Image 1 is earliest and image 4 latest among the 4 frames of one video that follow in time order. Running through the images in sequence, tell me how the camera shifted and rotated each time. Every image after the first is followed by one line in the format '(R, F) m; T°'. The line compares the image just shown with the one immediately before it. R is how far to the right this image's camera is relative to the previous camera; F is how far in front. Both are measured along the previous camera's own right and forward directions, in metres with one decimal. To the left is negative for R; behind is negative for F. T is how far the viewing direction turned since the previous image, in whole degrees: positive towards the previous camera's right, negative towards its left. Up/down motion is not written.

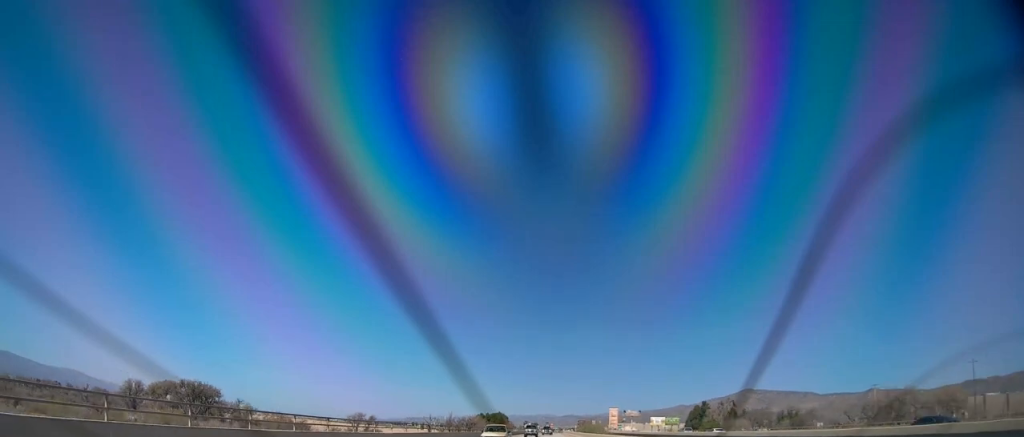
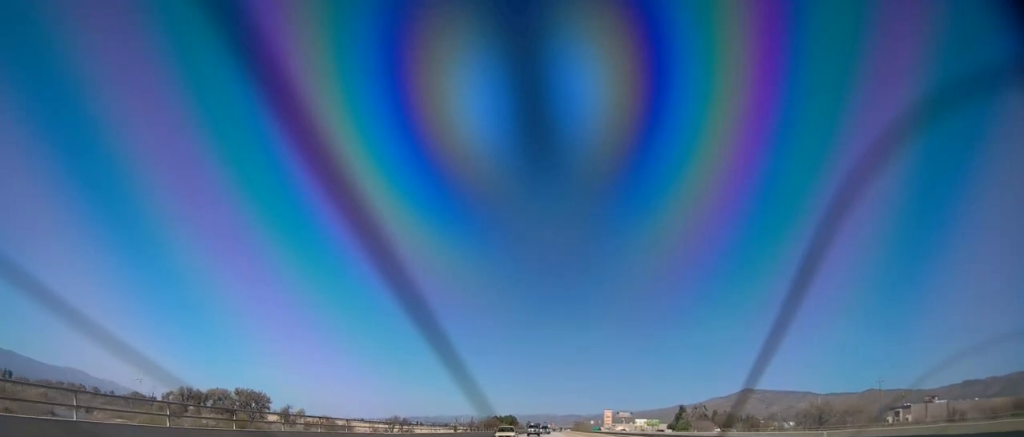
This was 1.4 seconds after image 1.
(-0.1, +49.5) m; -1°
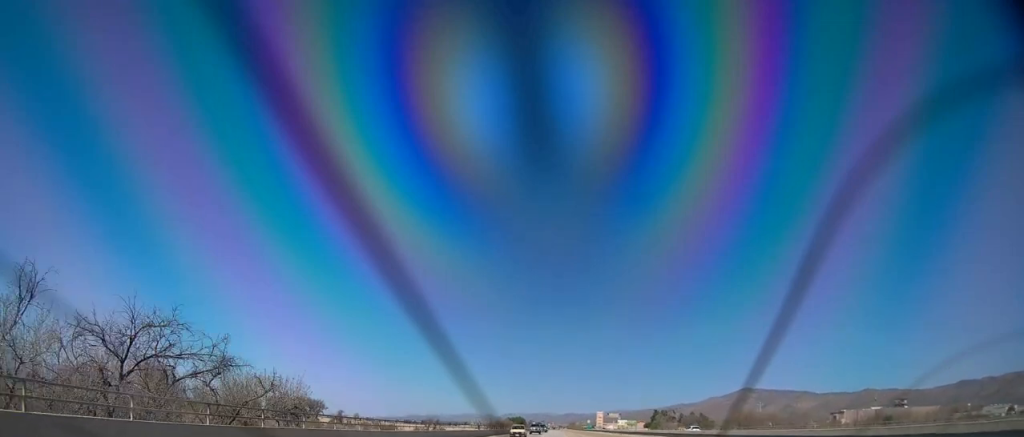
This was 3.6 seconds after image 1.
(-0.3, +77.8) m; +1°
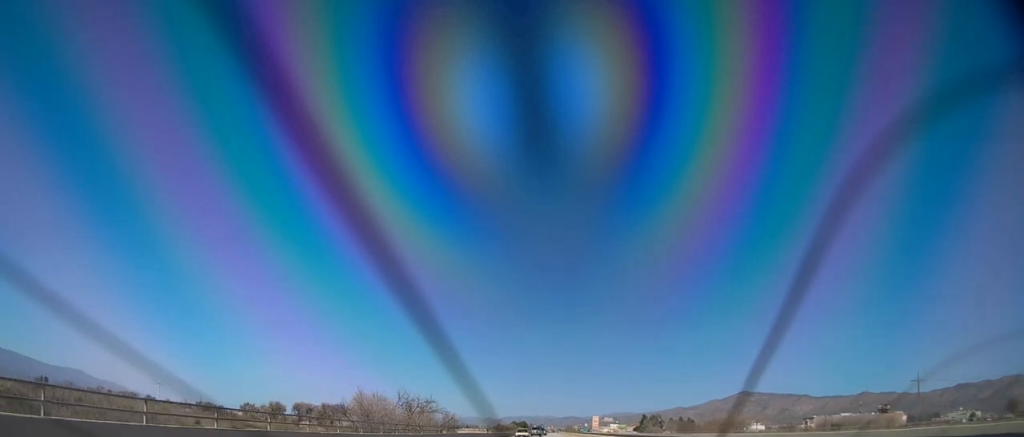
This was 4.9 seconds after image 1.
(+0.1, +46.0) m; 0°
